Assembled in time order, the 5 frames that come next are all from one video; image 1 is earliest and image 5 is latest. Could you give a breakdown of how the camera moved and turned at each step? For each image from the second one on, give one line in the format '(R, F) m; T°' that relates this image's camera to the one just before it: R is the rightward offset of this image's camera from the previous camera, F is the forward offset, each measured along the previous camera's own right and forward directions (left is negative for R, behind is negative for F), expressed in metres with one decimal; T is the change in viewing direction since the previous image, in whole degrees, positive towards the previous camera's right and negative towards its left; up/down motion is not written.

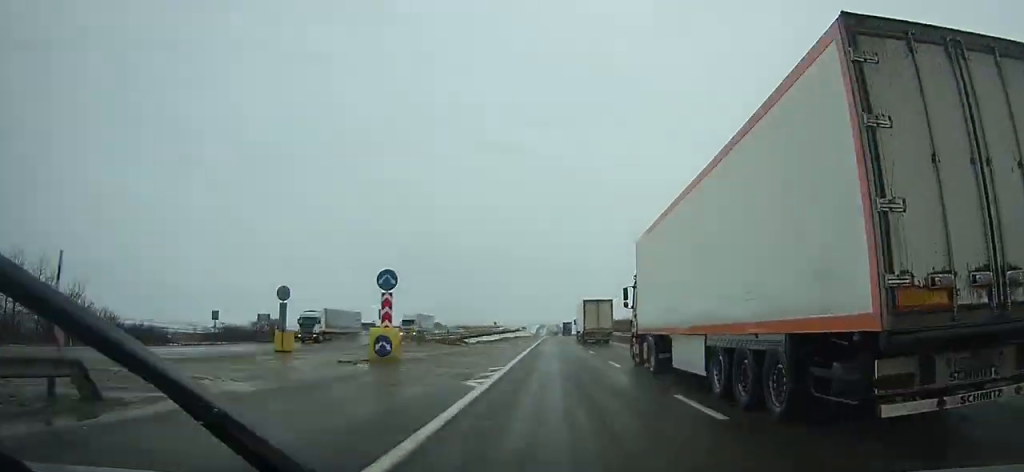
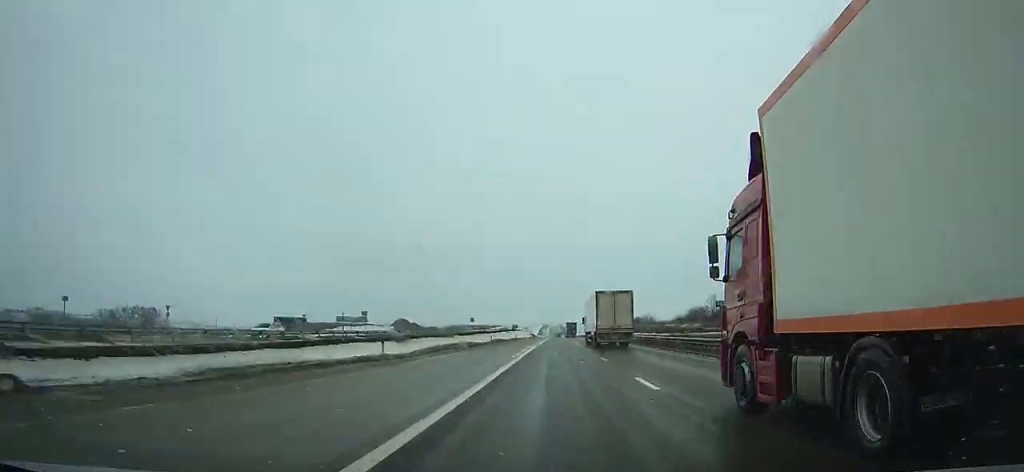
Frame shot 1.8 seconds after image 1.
(-0.1, +55.7) m; 0°
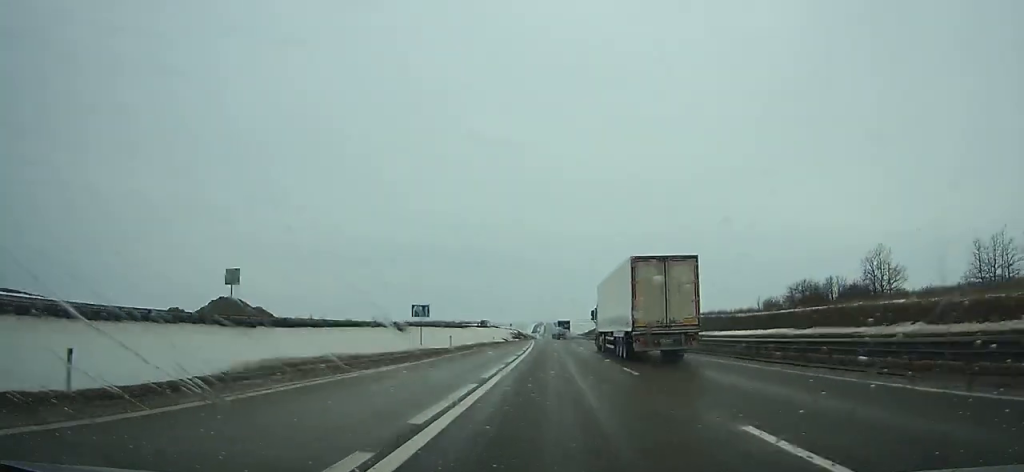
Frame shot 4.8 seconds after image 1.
(-0.1, +92.3) m; 0°
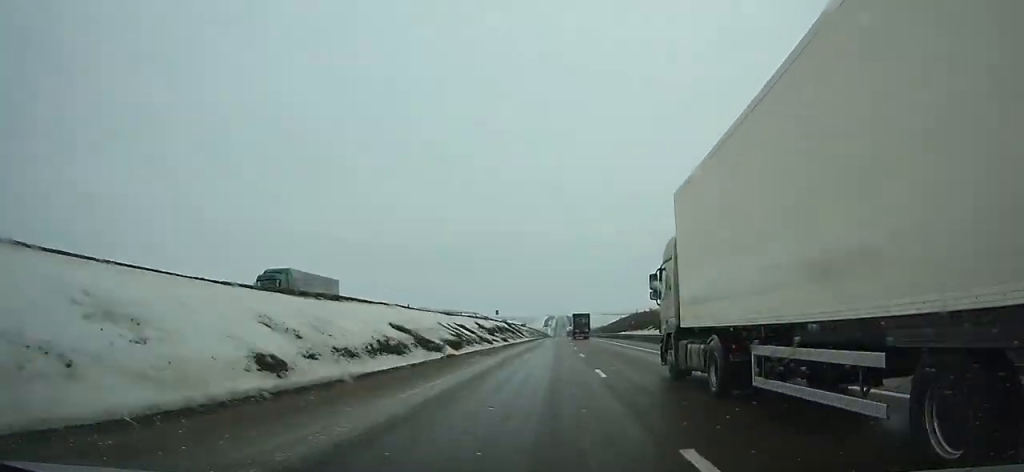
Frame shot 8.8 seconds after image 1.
(-0.3, +120.5) m; 0°
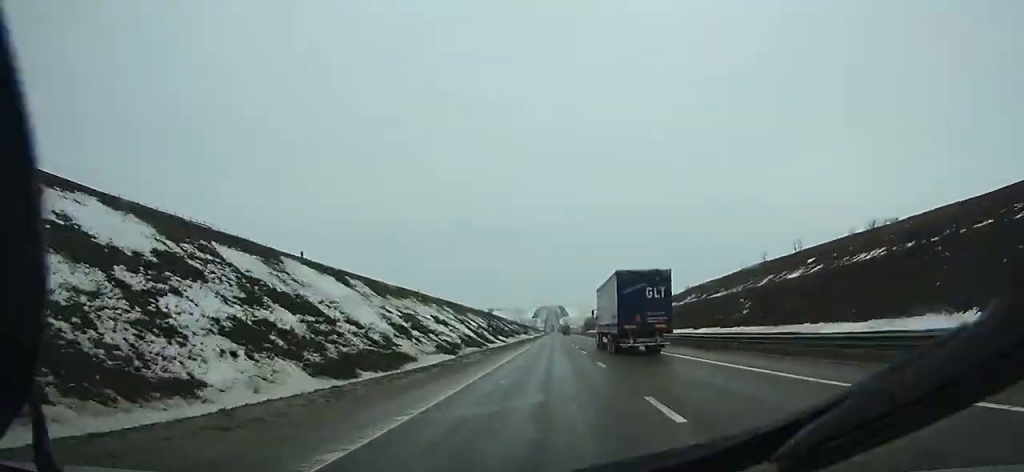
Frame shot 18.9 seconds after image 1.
(+1.4, +286.7) m; 0°
